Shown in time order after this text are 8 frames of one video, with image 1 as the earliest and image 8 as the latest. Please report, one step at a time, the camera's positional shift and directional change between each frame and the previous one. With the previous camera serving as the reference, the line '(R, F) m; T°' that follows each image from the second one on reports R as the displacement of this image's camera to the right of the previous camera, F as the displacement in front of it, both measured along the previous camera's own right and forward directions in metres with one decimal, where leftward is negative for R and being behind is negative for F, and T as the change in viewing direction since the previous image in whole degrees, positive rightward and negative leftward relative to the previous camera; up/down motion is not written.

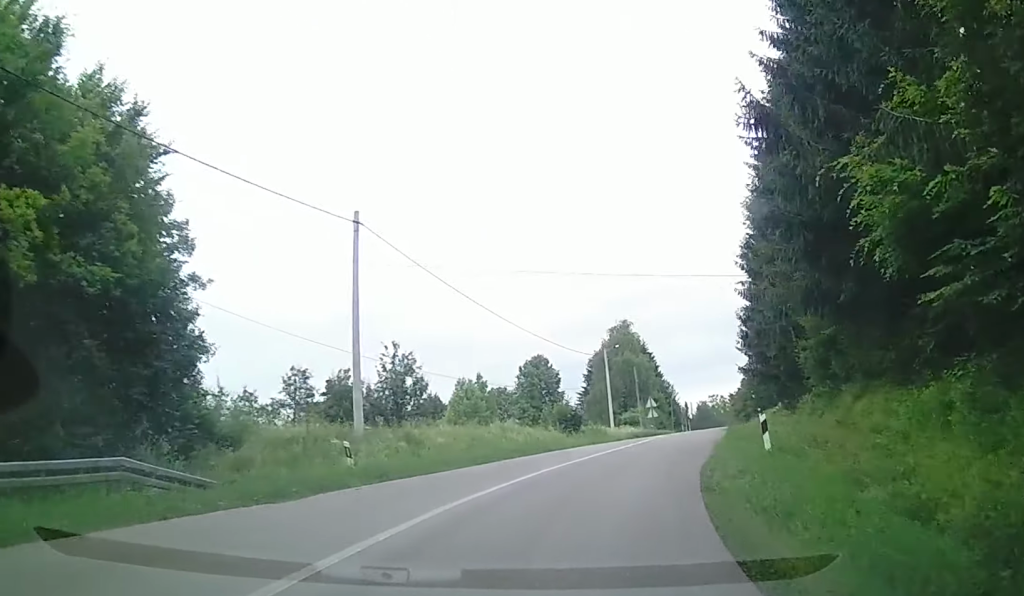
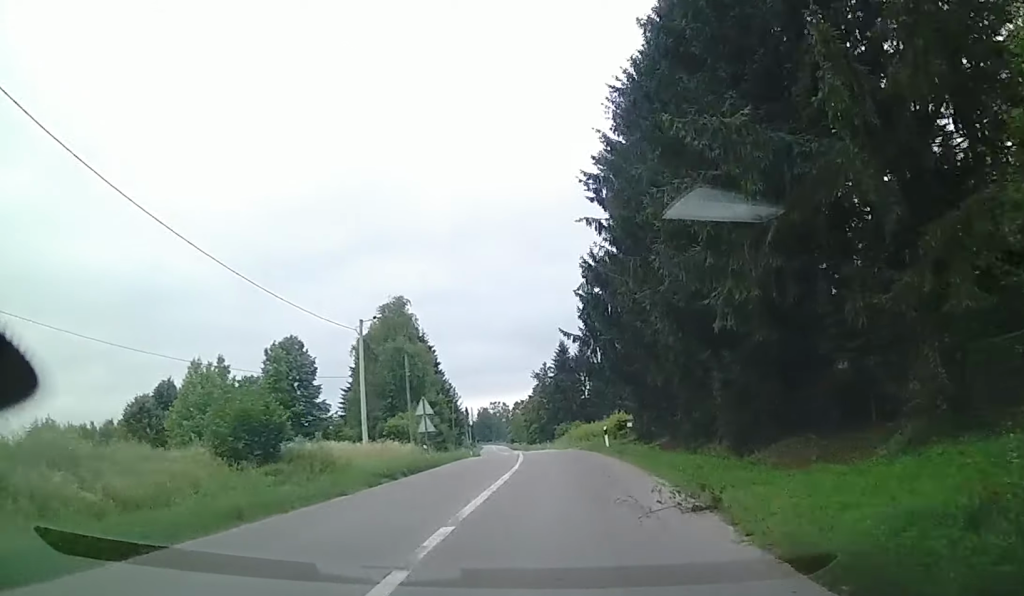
(+2.6, +23.0) m; +21°
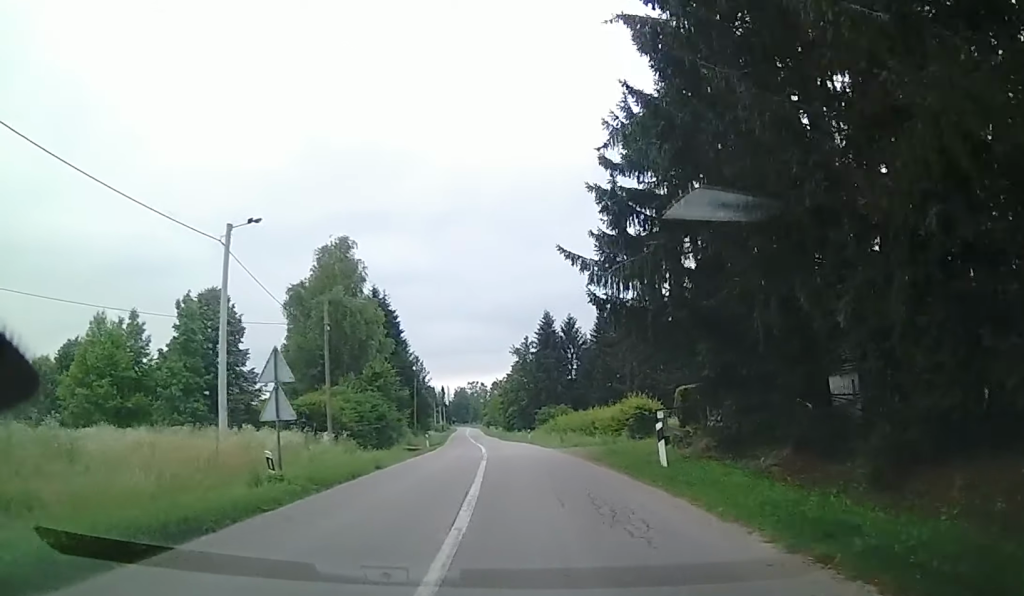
(+2.7, +18.7) m; +14°
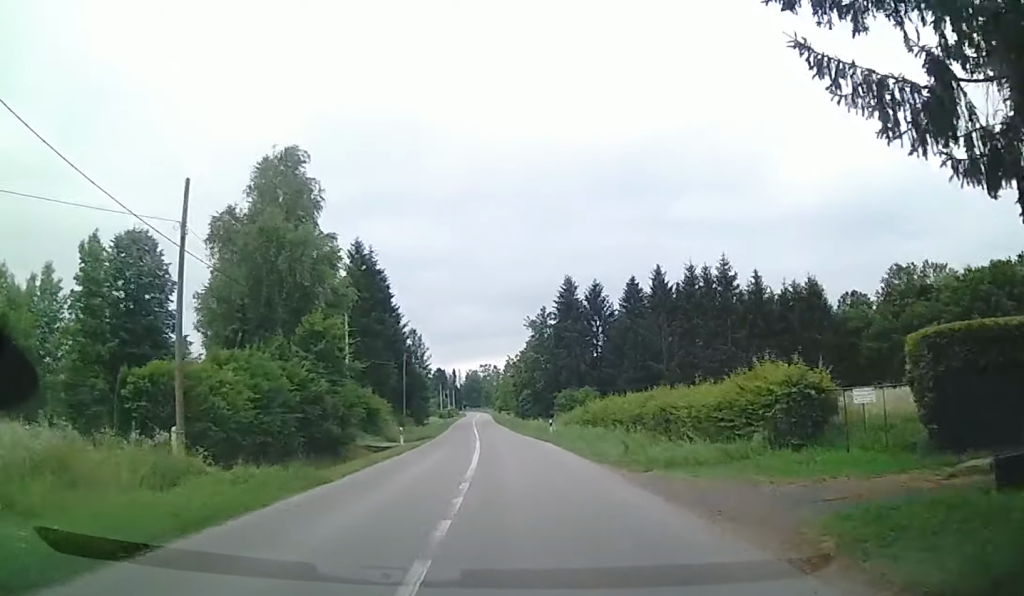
(+2.0, +18.3) m; +9°
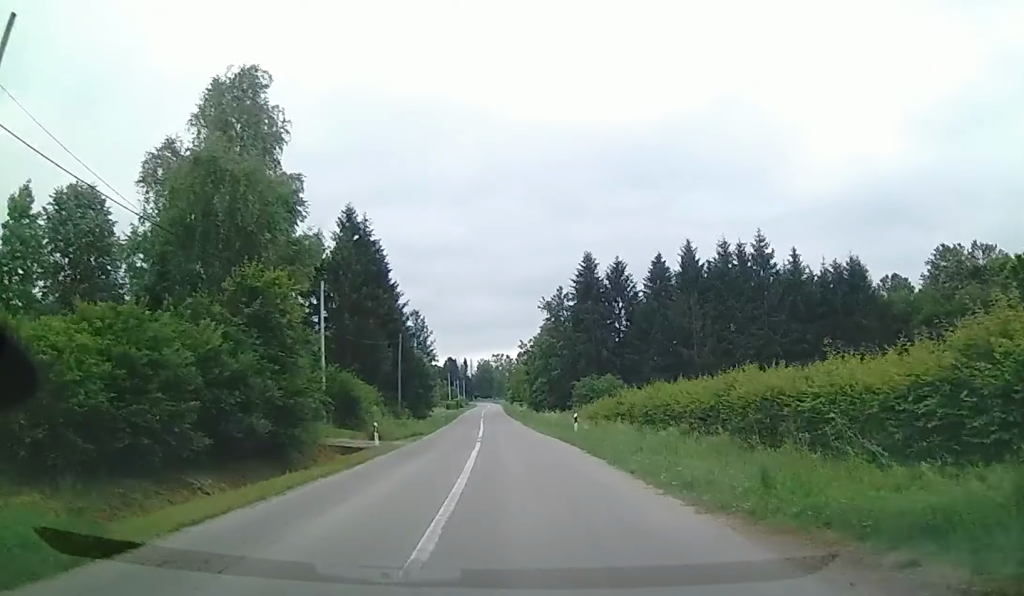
(+0.6, +9.4) m; +1°
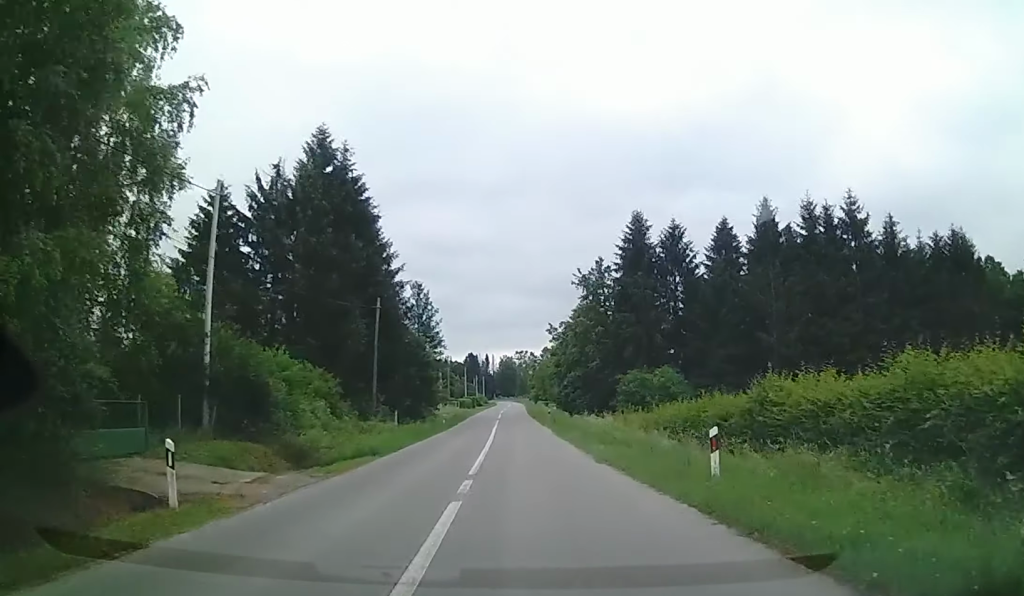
(-0.8, +18.2) m; -3°
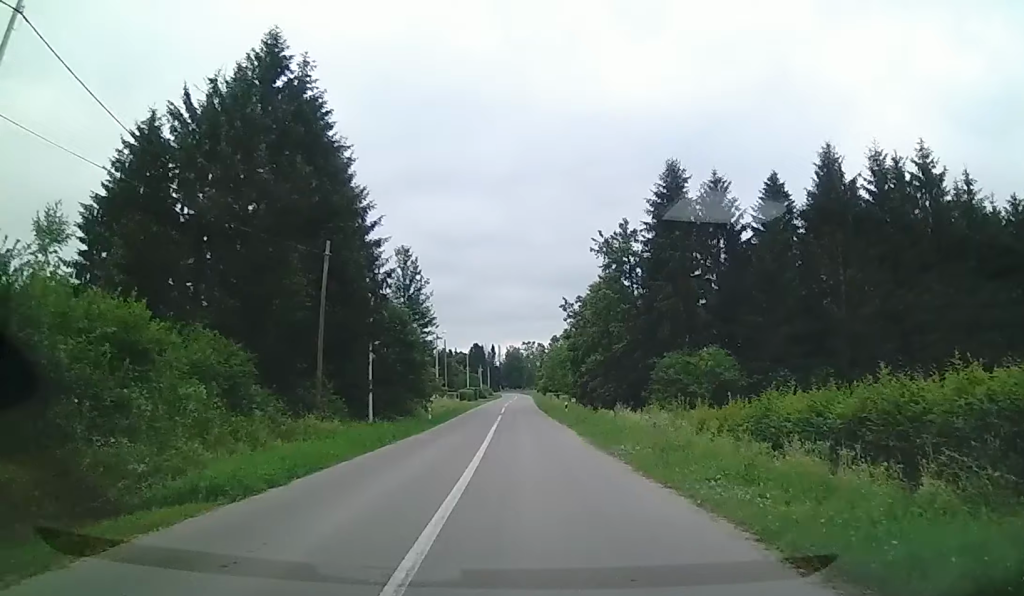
(-0.1, +12.1) m; -1°
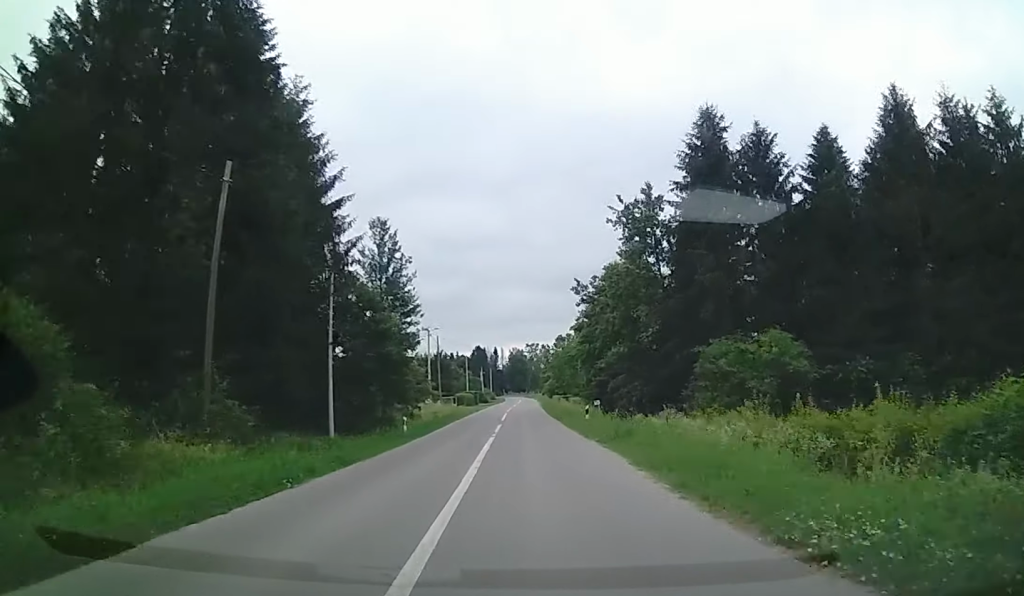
(-0.1, +10.4) m; -1°
